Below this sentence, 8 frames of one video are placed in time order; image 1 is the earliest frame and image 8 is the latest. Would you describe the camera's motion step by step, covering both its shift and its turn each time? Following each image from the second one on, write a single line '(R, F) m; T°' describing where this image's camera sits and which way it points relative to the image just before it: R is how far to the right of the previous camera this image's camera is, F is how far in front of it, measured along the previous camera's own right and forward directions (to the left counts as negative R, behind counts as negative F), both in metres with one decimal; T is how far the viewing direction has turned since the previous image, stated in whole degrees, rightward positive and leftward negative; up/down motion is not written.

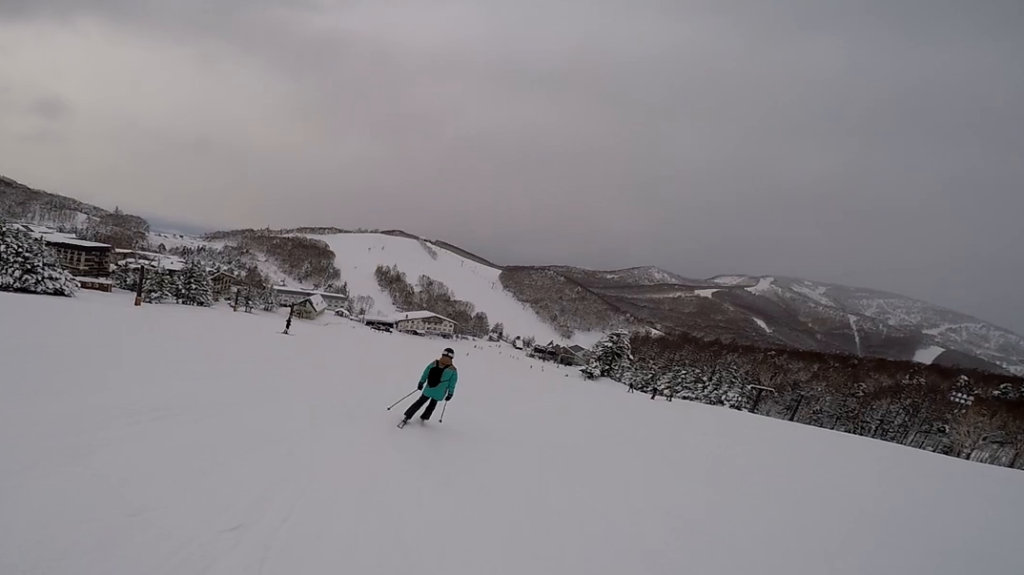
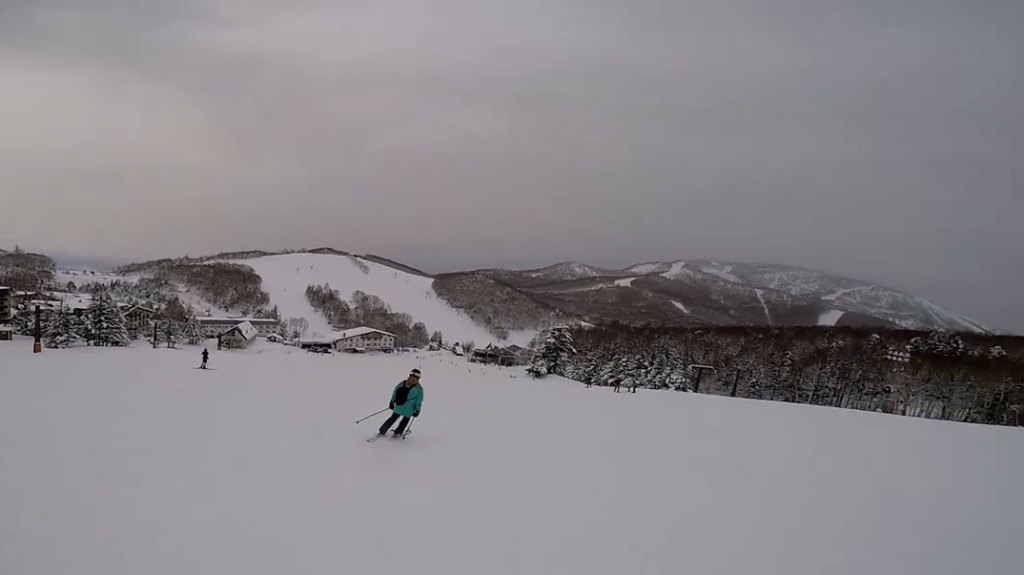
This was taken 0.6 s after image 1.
(-1.1, +5.1) m; 0°
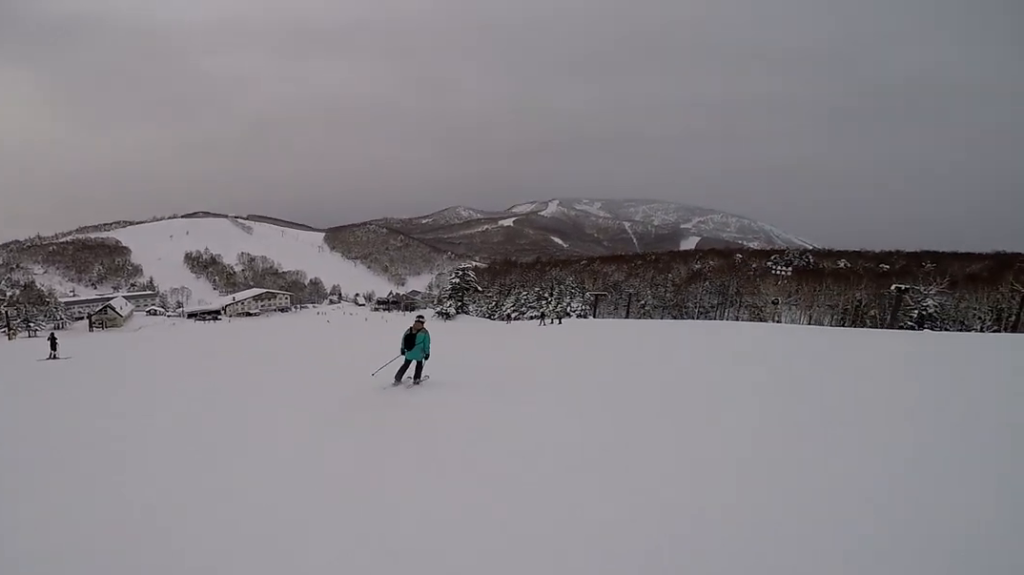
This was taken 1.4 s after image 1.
(-0.2, +5.5) m; +4°
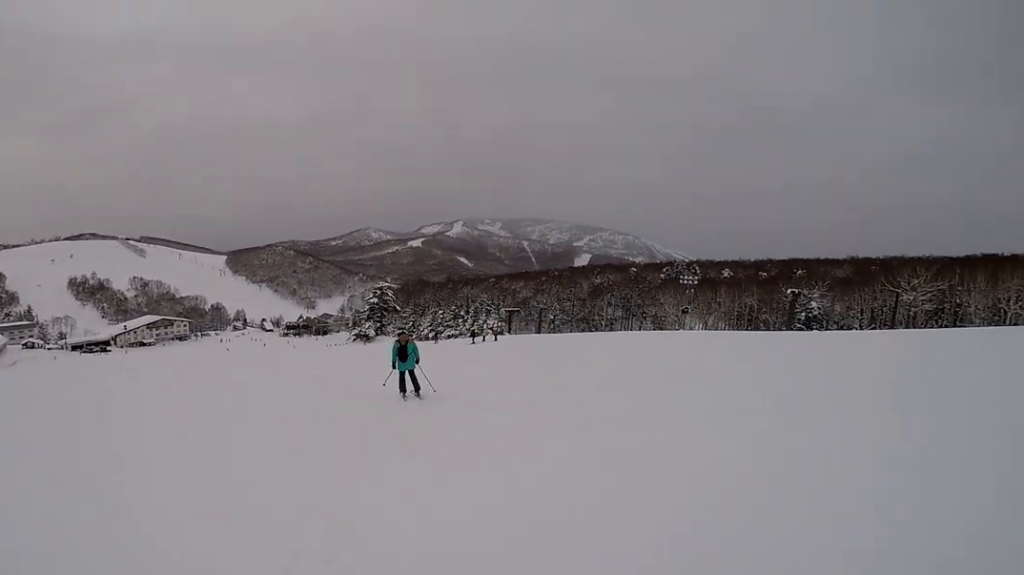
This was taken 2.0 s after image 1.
(+0.9, +5.2) m; +9°
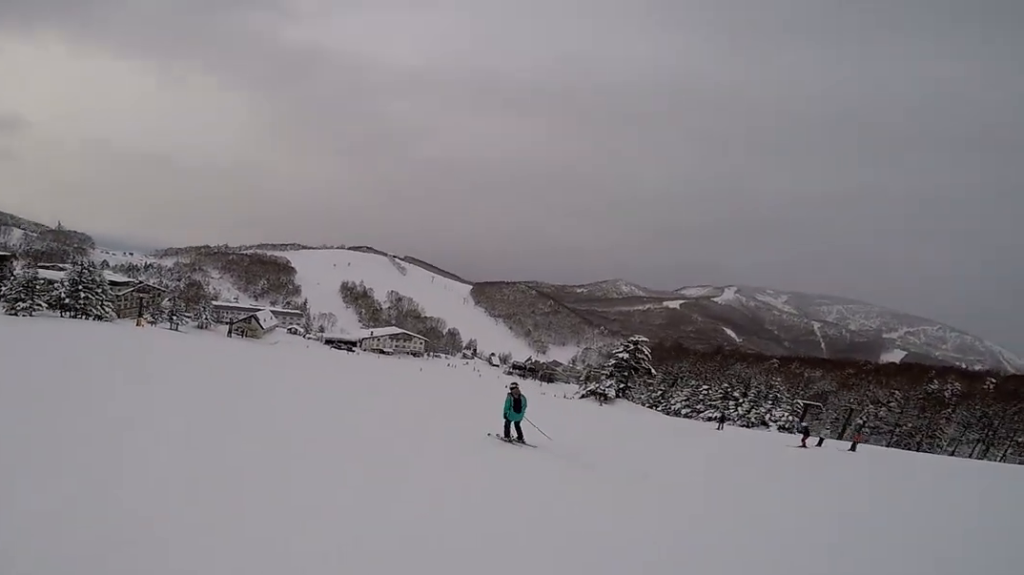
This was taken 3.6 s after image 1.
(-2.0, +12.6) m; -16°
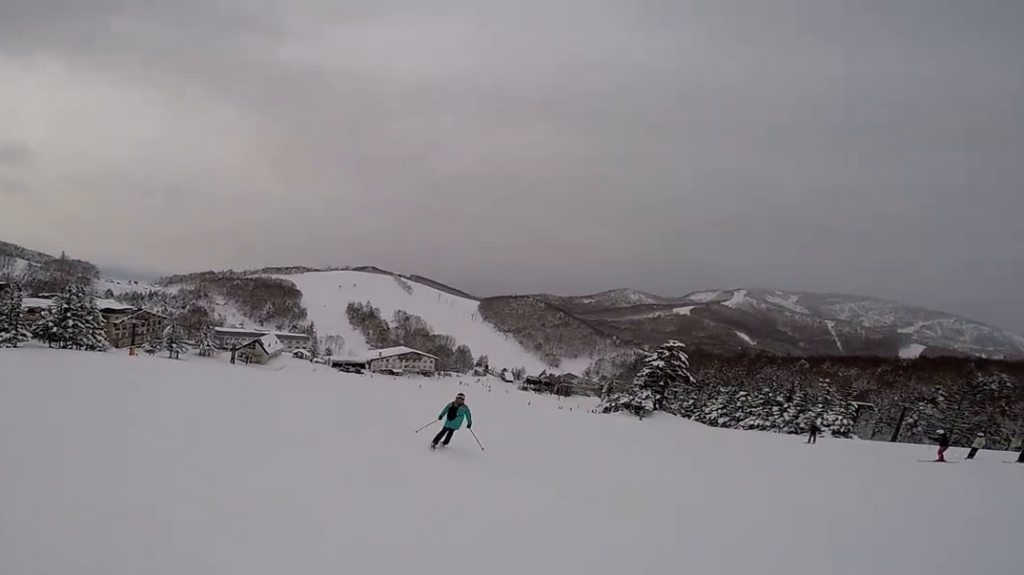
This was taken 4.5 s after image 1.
(-0.3, +7.5) m; +1°
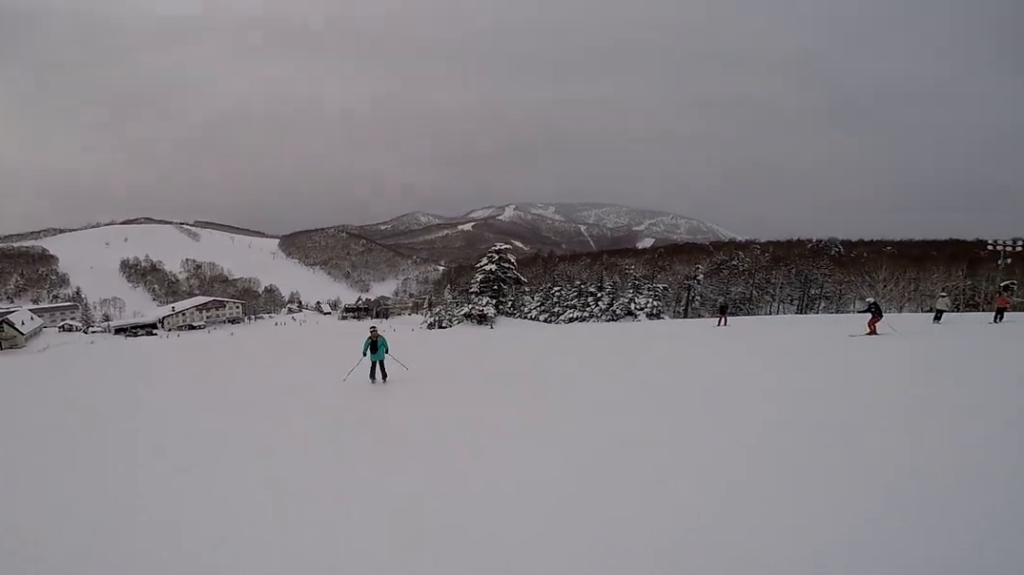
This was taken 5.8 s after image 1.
(+0.9, +11.9) m; +8°
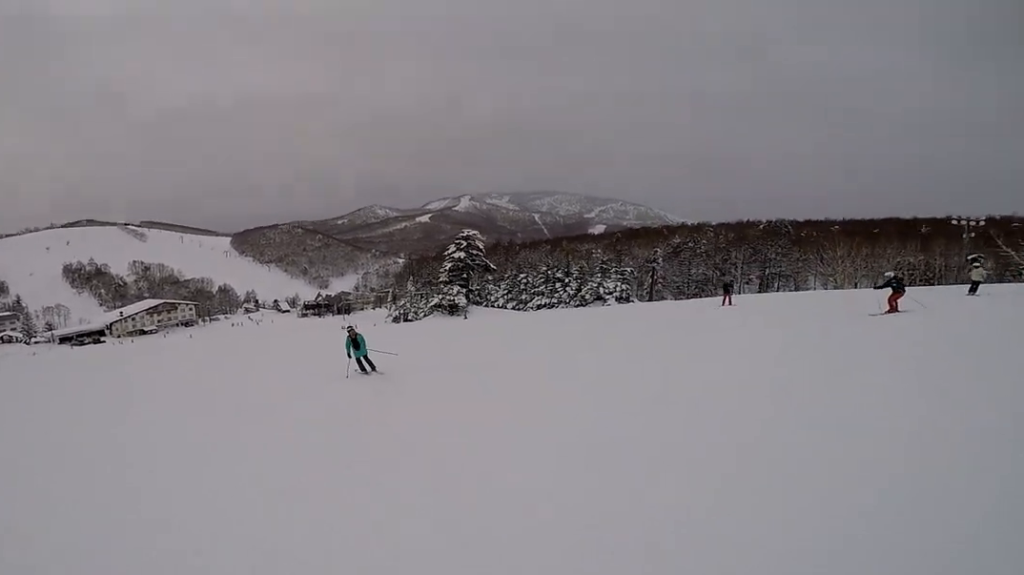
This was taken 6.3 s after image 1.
(+0.1, +4.1) m; -1°
